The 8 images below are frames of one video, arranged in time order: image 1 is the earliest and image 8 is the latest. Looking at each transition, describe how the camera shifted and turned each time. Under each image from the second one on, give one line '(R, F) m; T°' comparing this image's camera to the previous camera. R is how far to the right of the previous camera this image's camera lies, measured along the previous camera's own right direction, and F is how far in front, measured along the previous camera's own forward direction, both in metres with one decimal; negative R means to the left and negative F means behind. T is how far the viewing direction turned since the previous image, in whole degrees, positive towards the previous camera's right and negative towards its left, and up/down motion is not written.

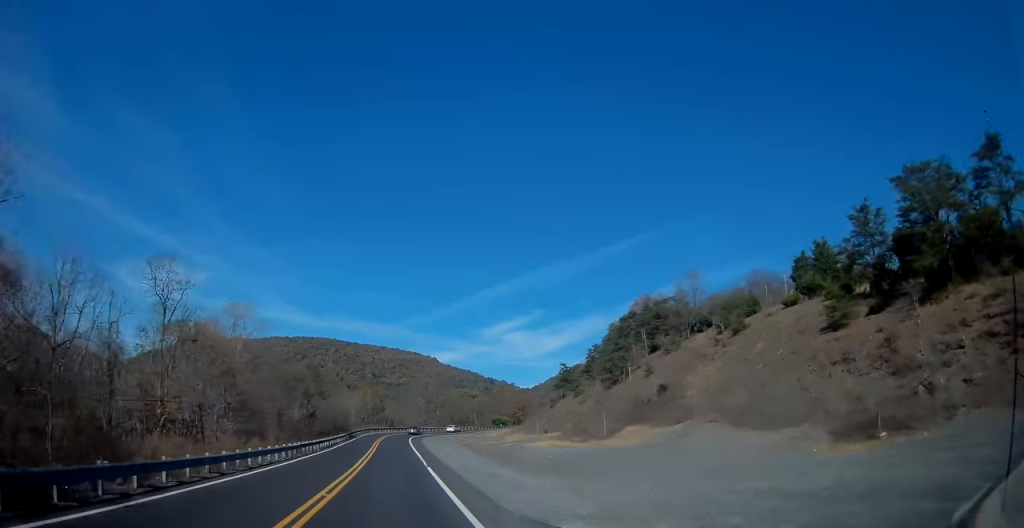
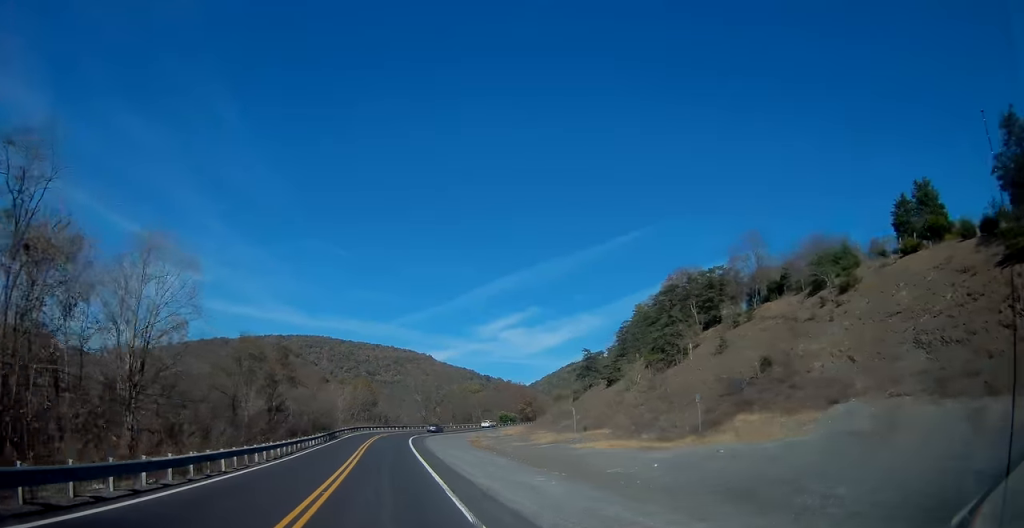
(0.0, +18.6) m; 0°
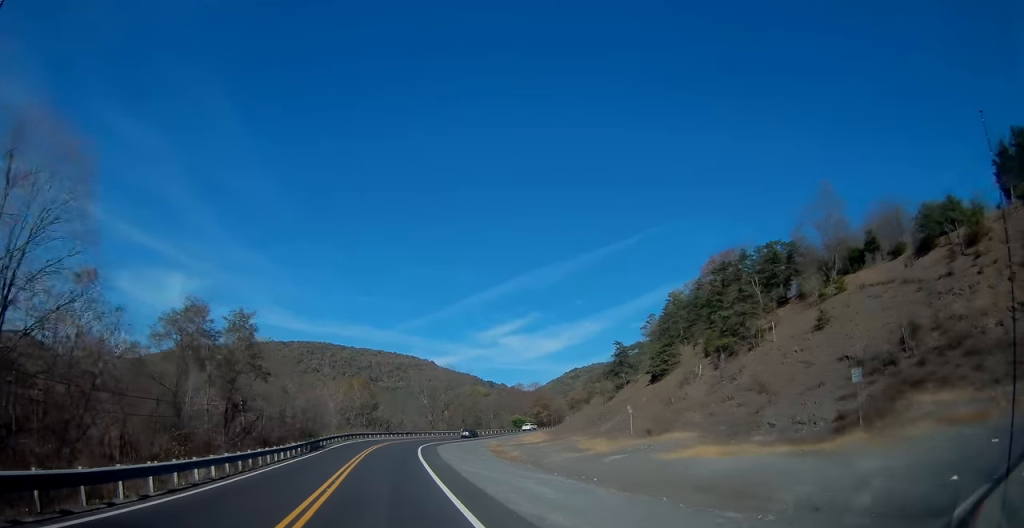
(0.0, +14.8) m; 0°
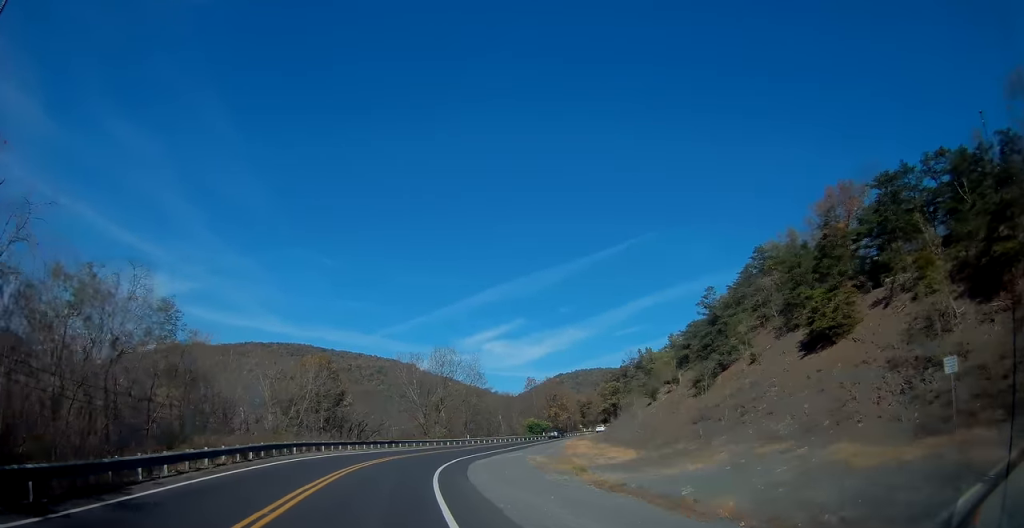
(-0.2, +34.5) m; +1°
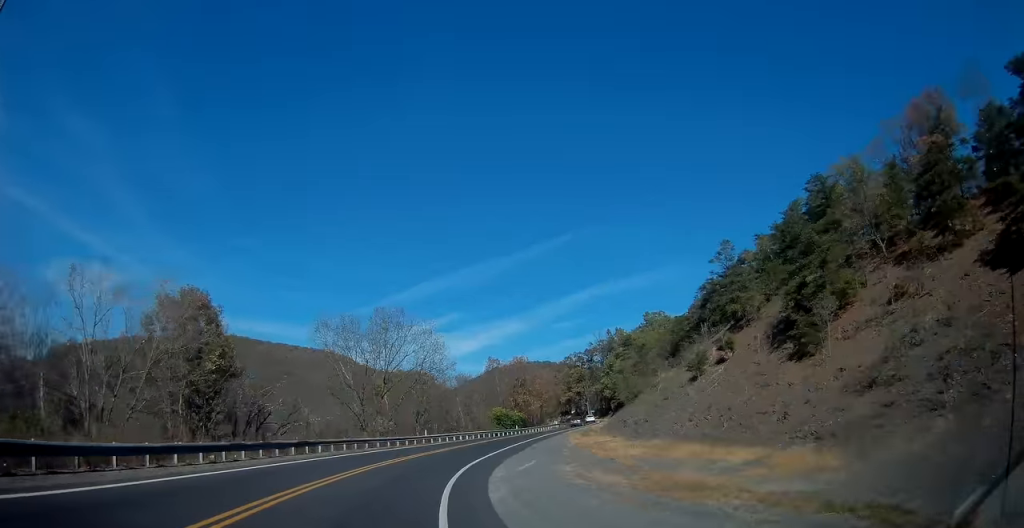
(+0.8, +25.5) m; +4°
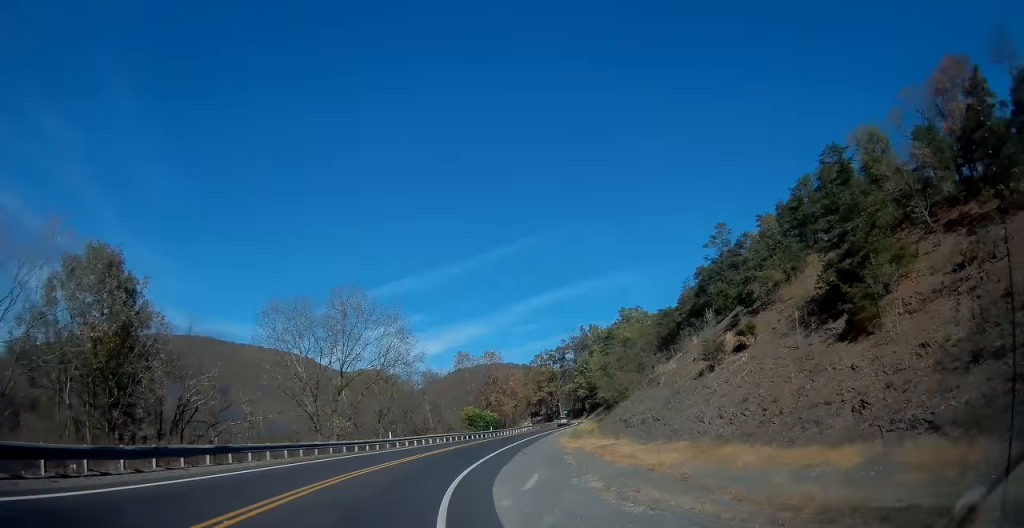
(+0.1, +8.9) m; +2°
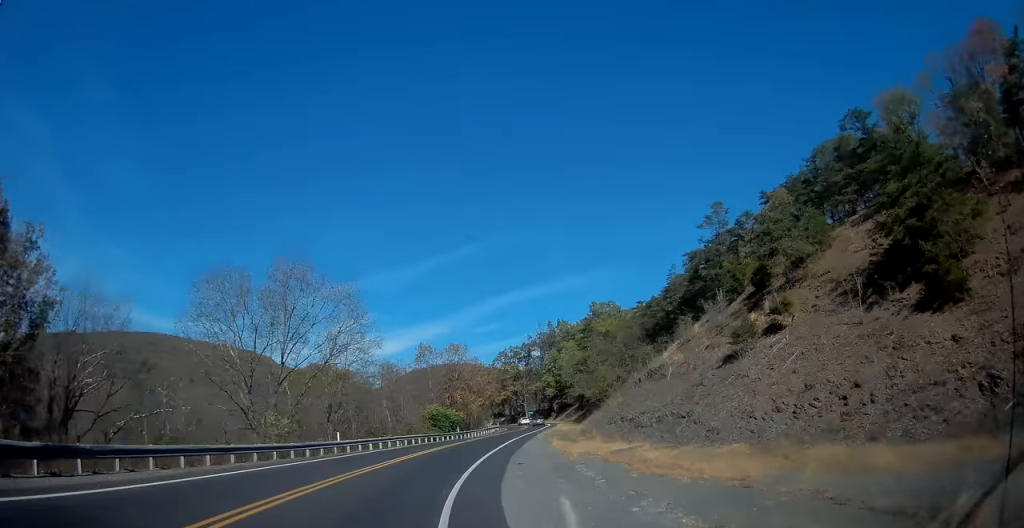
(+0.2, +9.4) m; +3°
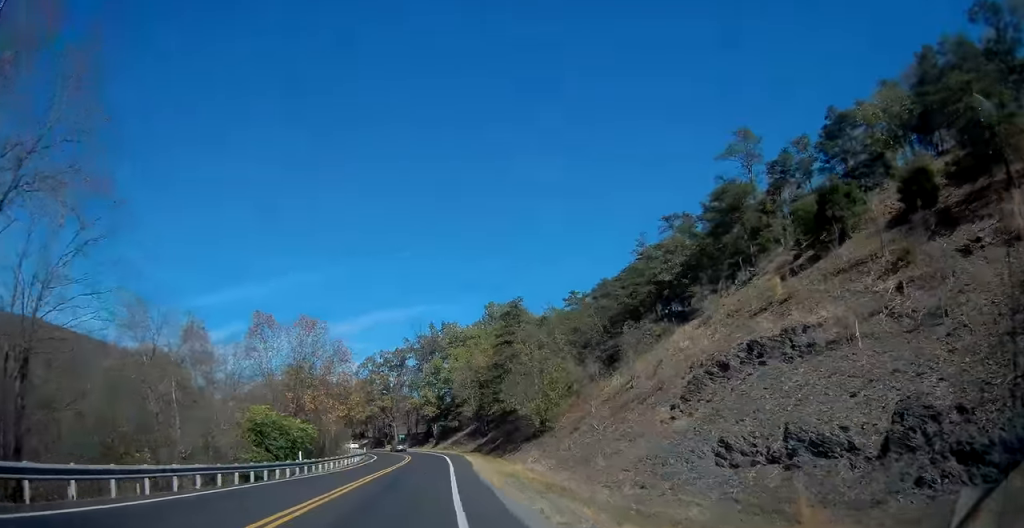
(+2.9, +29.4) m; +14°
